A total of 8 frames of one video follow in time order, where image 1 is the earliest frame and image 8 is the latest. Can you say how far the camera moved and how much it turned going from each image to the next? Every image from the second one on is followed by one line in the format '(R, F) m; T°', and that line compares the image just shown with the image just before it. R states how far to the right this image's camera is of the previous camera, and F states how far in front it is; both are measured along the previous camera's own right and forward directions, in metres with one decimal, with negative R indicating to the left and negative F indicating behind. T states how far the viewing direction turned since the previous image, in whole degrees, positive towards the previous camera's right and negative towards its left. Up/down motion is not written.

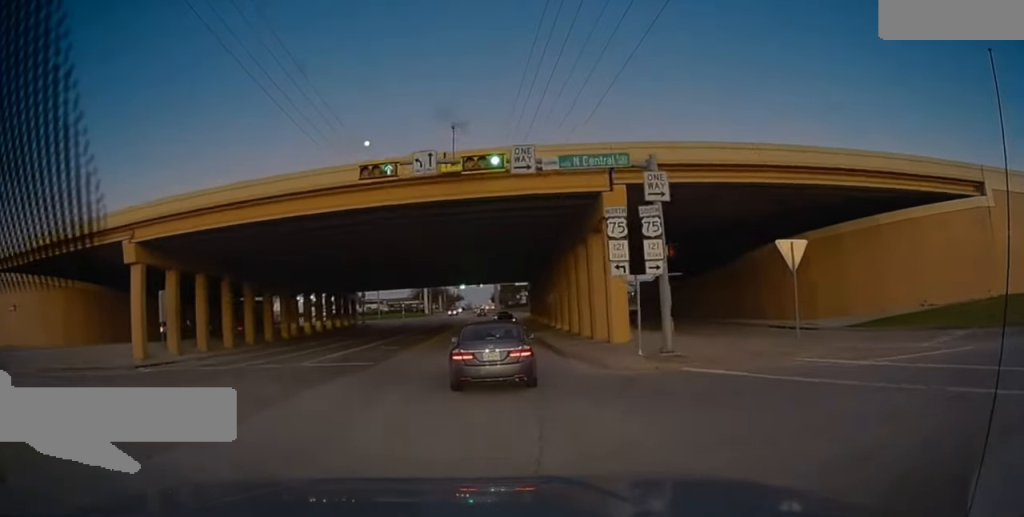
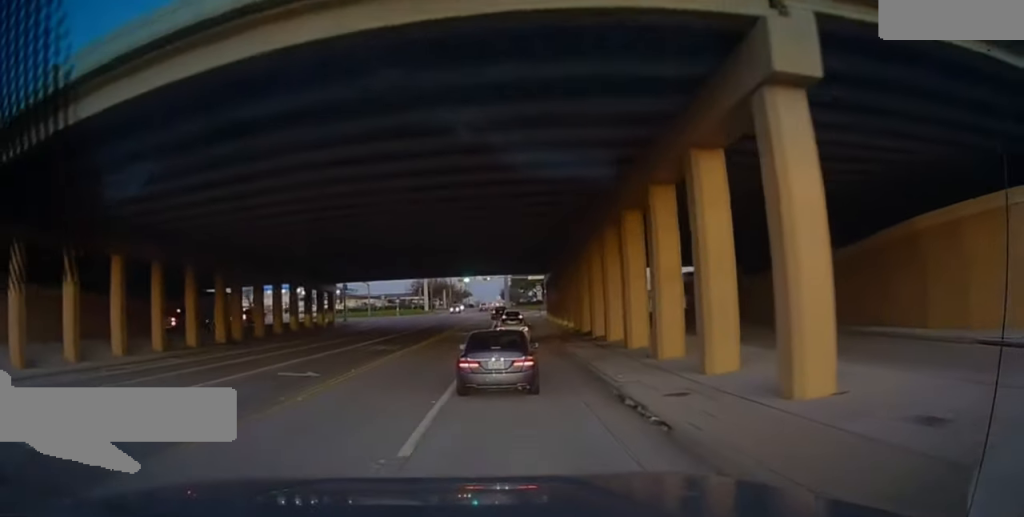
(-0.2, +16.1) m; -1°
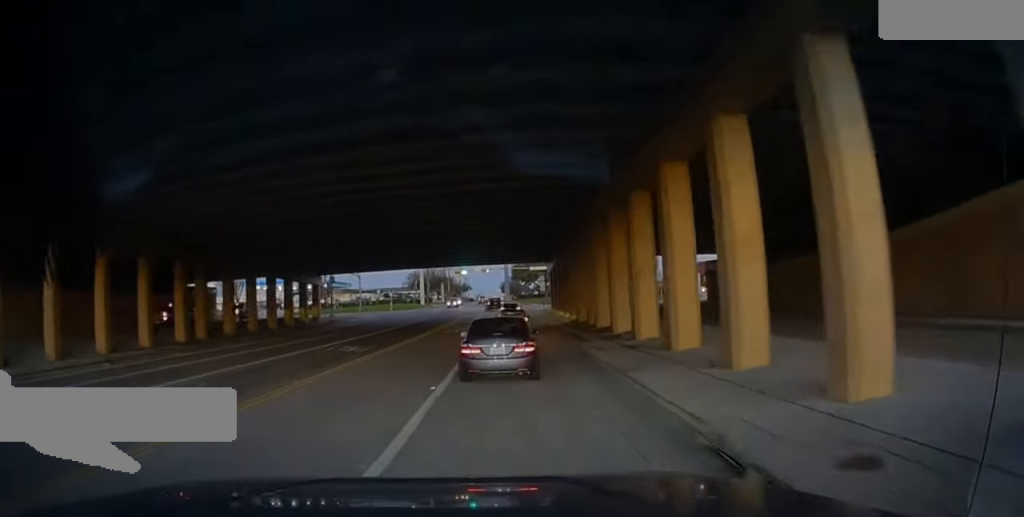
(0.0, +6.2) m; 0°
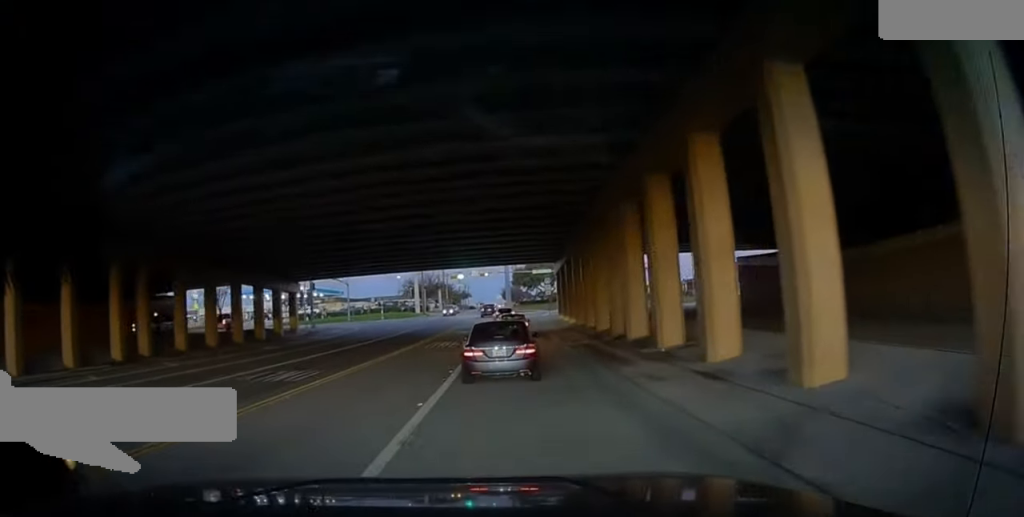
(+0.1, +7.7) m; -1°
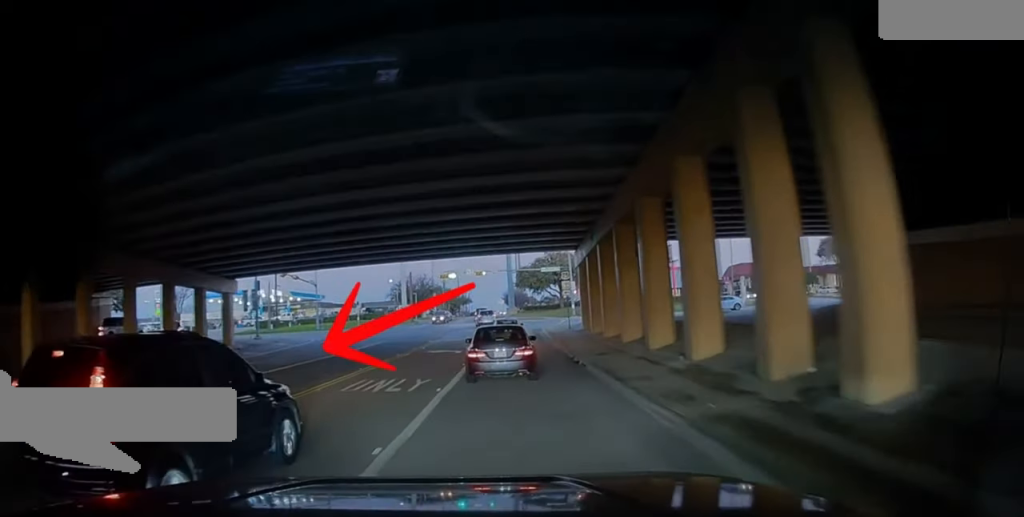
(-0.5, +15.8) m; -4°
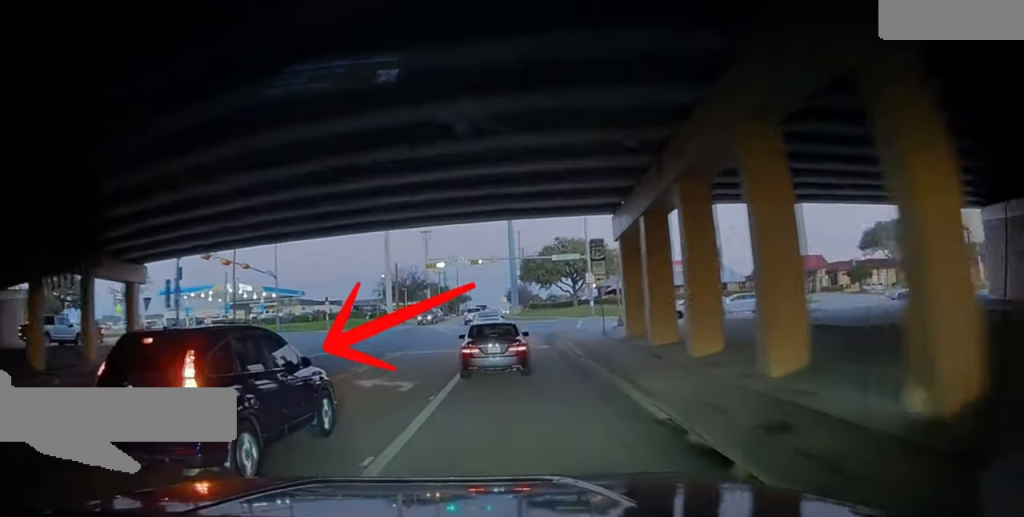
(-0.1, +13.1) m; 0°
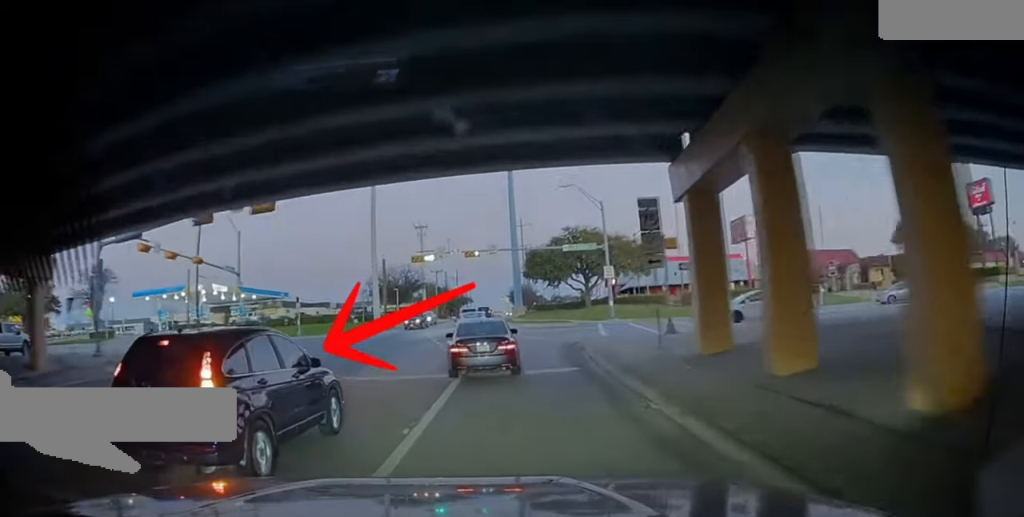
(0.0, +8.9) m; 0°
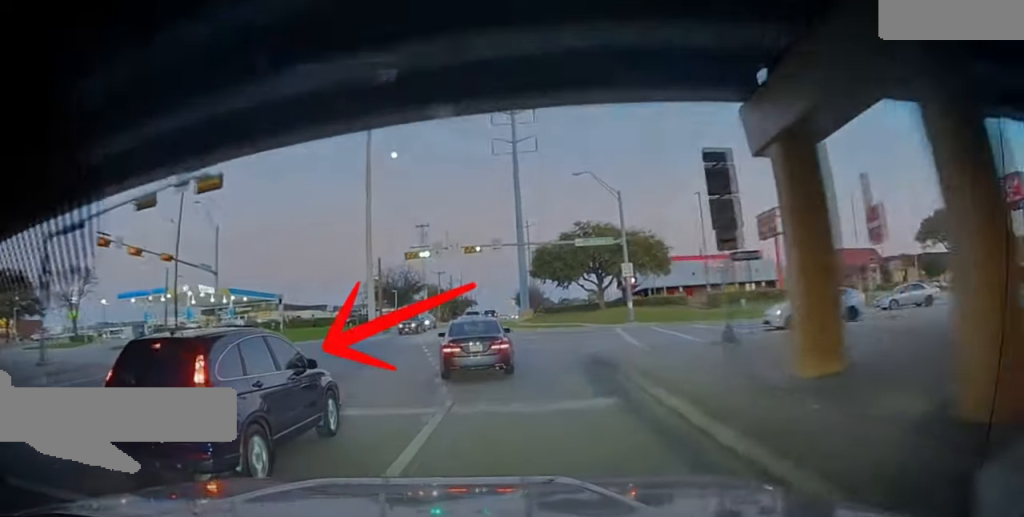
(0.0, +5.2) m; 0°
